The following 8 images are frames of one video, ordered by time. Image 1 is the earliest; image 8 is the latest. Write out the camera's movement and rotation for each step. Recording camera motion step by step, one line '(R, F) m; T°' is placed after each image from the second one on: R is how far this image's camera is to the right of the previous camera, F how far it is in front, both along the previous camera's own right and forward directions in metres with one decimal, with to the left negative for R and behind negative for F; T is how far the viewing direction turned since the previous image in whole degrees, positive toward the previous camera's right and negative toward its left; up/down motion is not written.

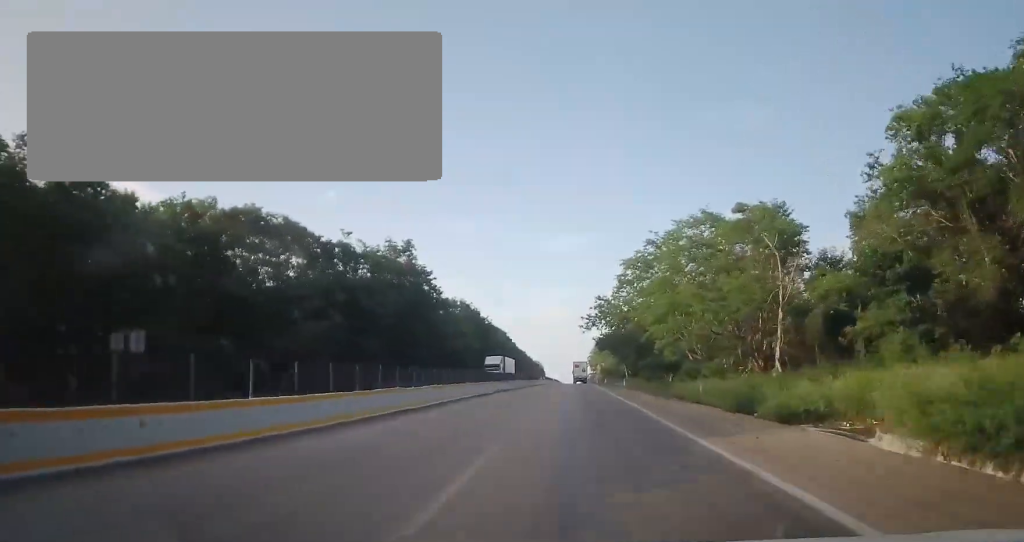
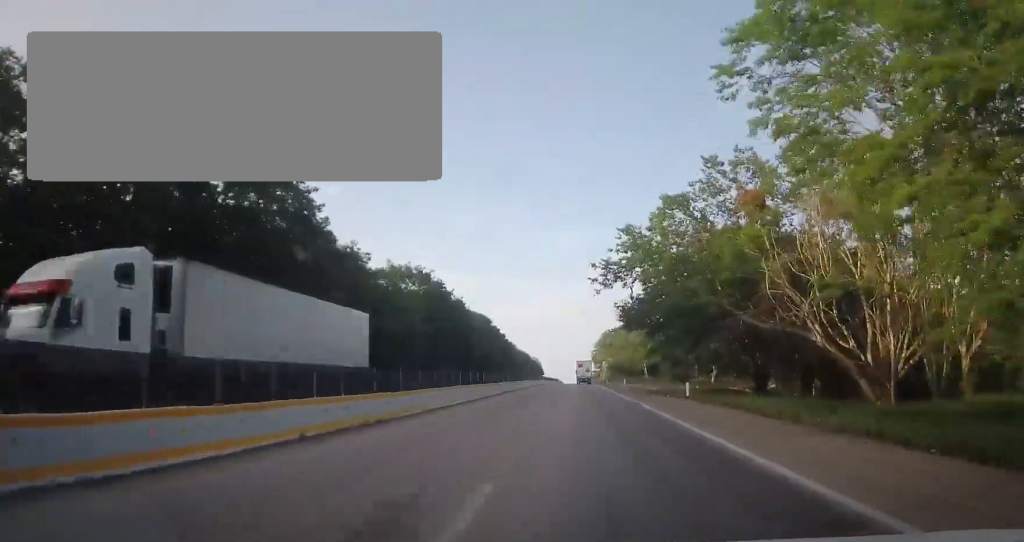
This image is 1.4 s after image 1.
(-0.5, +32.9) m; -1°
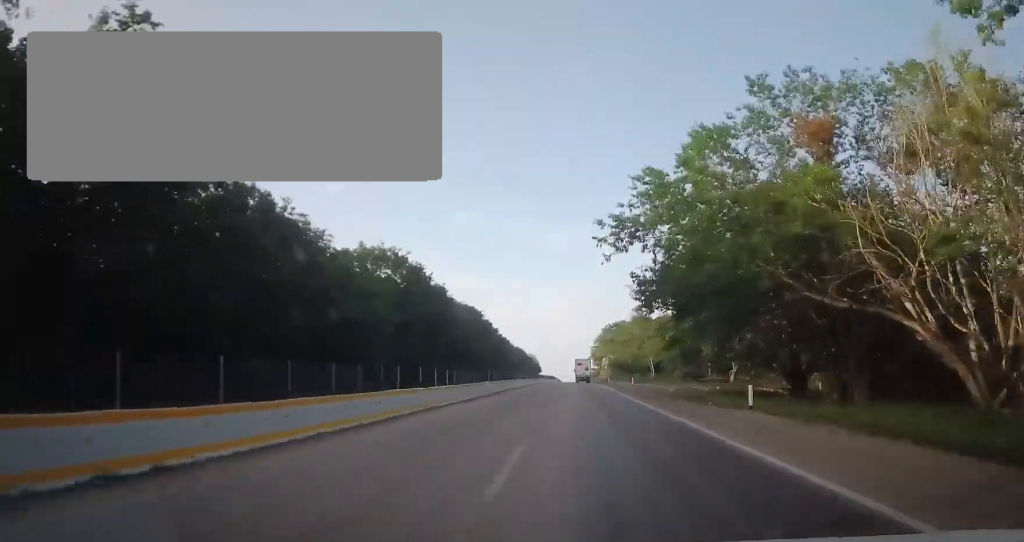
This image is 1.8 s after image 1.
(0.0, +10.6) m; 0°
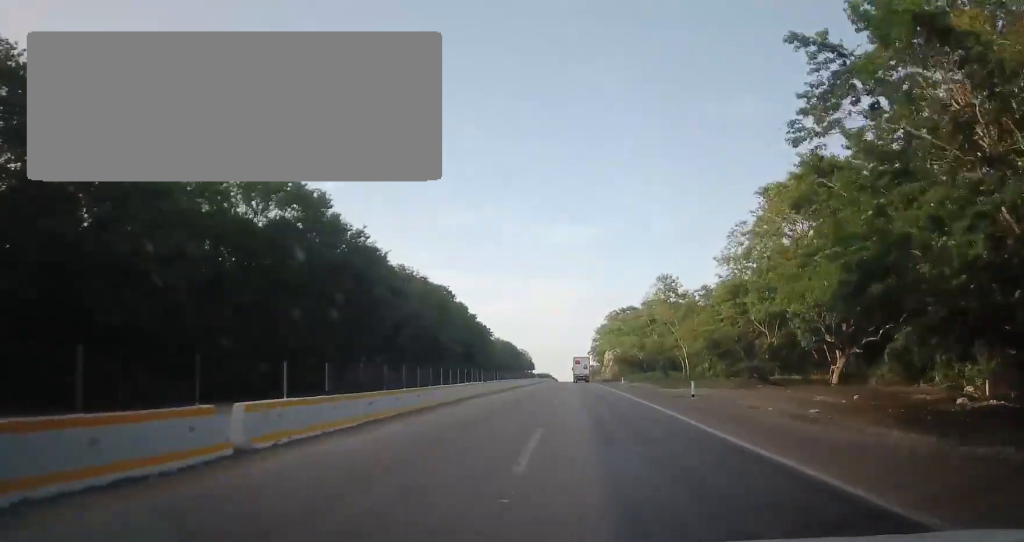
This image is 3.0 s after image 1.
(0.0, +28.5) m; +1°
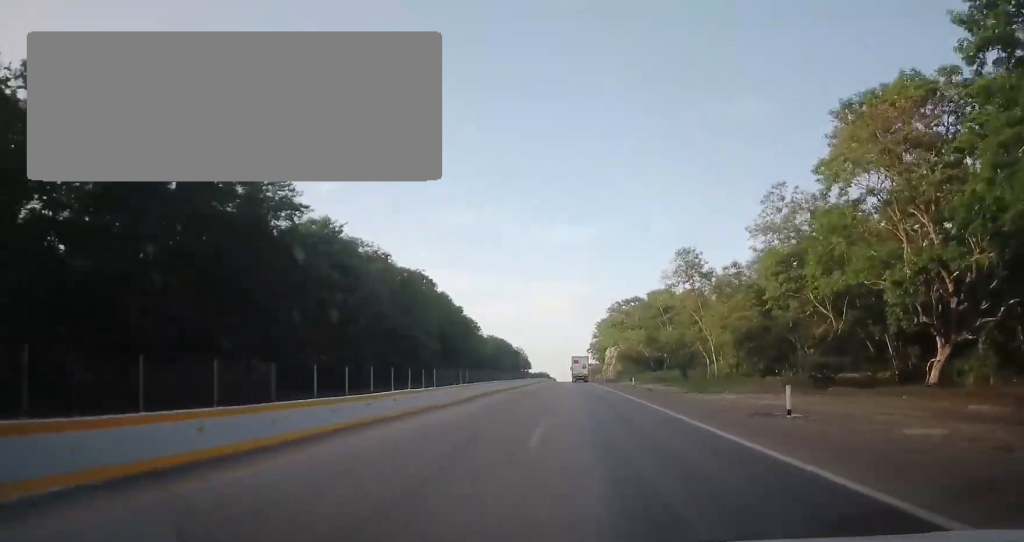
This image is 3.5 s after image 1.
(+0.1, +12.7) m; +1°
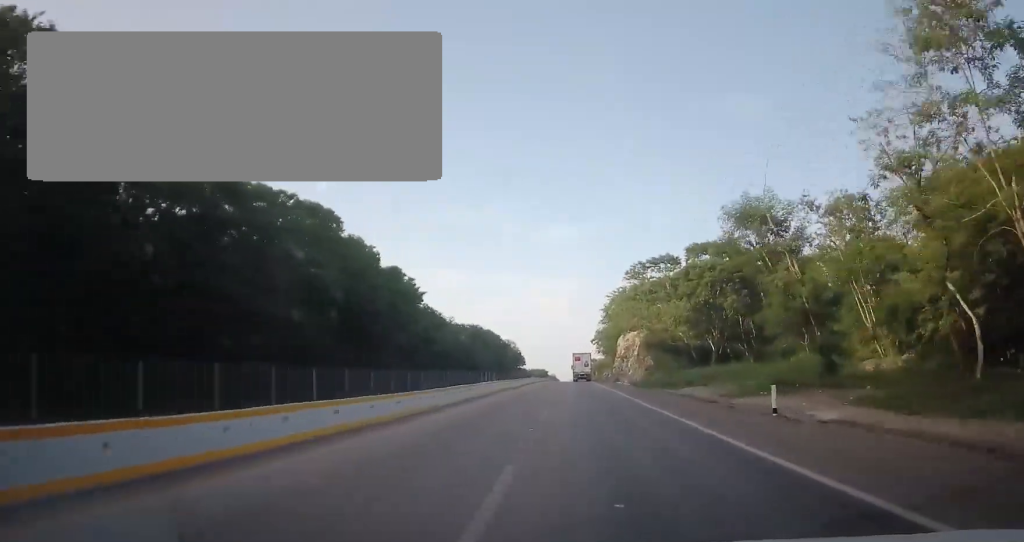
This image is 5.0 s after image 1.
(+0.4, +37.0) m; -1°
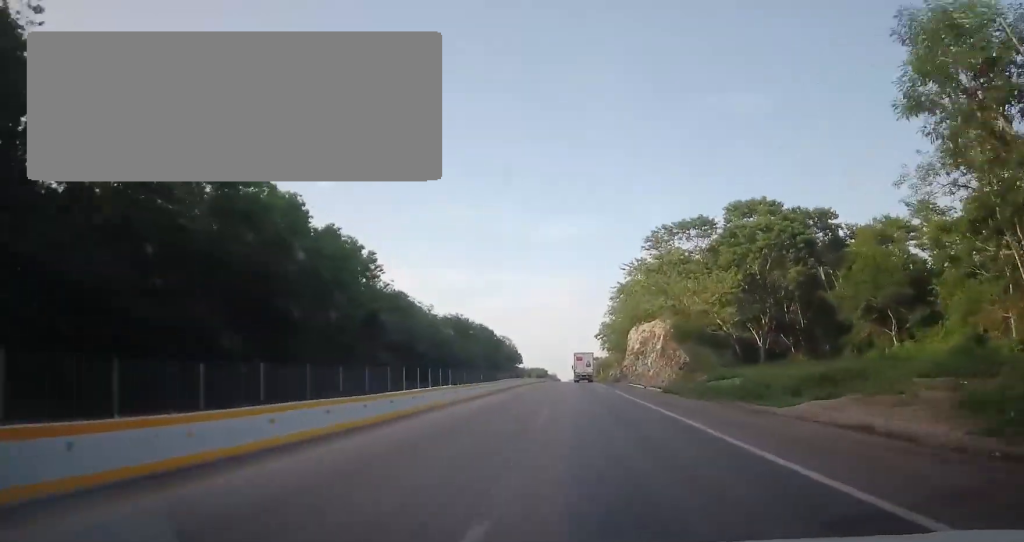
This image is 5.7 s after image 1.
(-0.4, +18.3) m; -1°
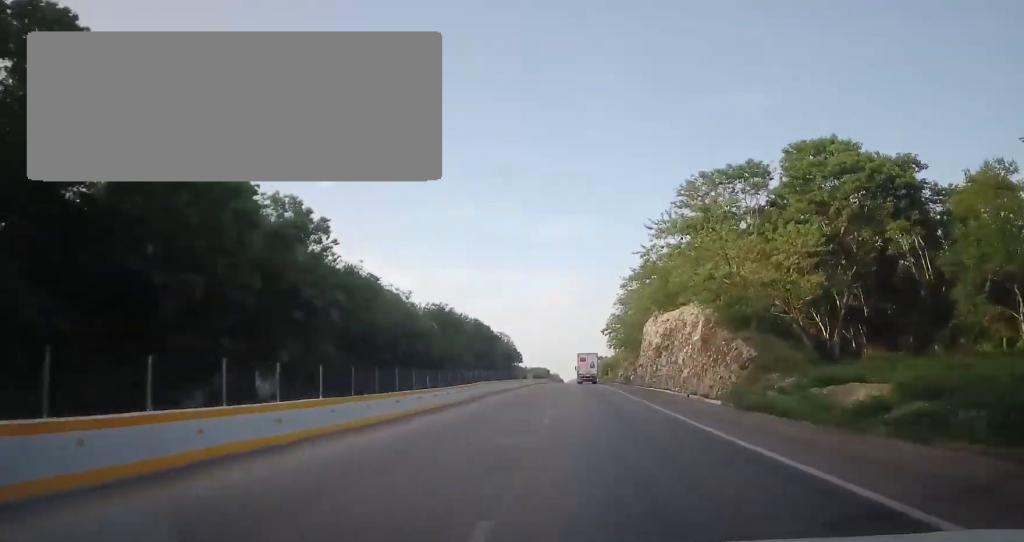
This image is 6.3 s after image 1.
(-0.2, +15.0) m; 0°
